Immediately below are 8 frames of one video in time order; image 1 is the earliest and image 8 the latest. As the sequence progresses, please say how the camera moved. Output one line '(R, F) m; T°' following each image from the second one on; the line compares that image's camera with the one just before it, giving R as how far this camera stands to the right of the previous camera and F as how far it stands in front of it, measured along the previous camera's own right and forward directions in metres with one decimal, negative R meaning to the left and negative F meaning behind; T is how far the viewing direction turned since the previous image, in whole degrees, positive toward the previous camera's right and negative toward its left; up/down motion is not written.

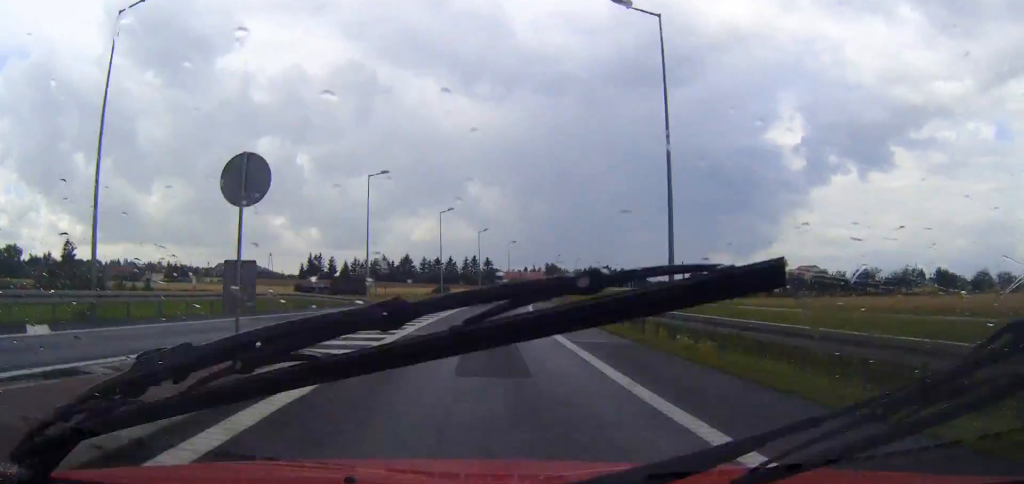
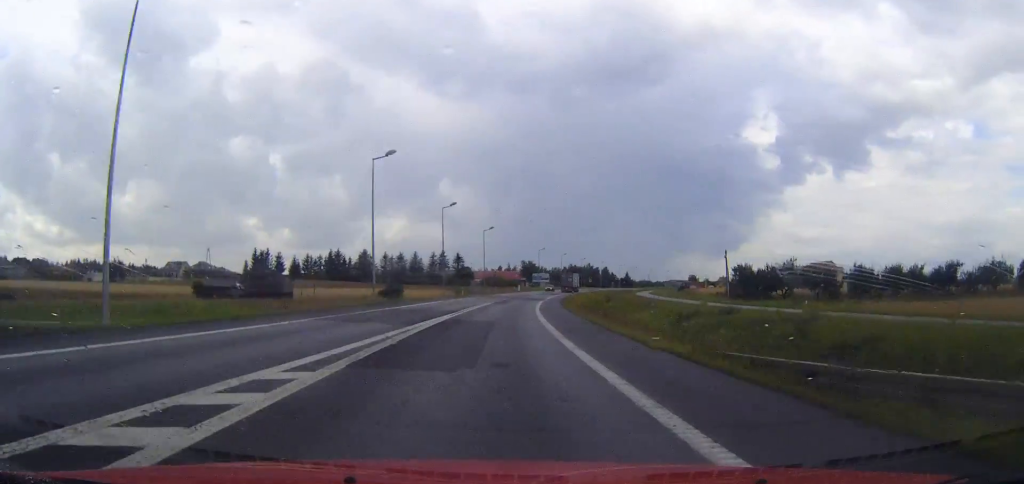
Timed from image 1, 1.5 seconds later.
(-0.2, +34.1) m; +2°
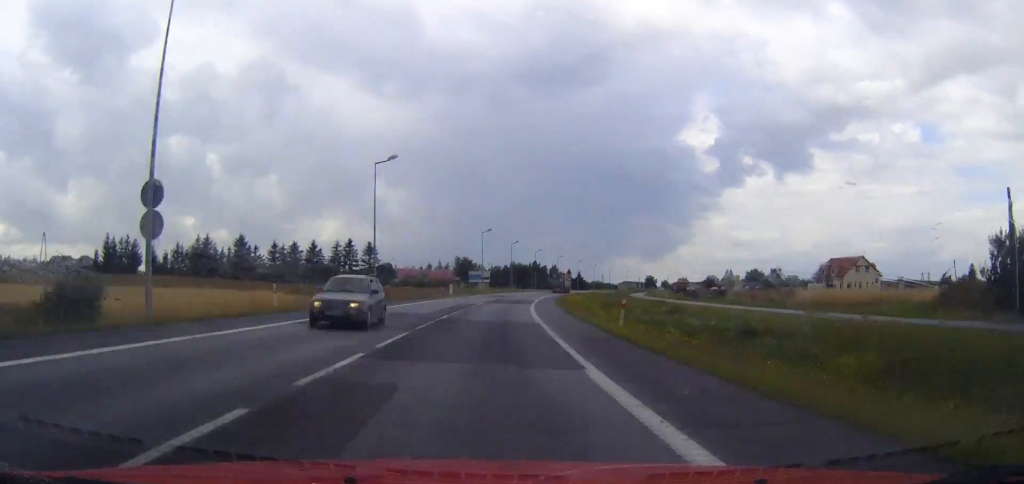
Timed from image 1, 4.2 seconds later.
(+2.7, +62.6) m; +5°
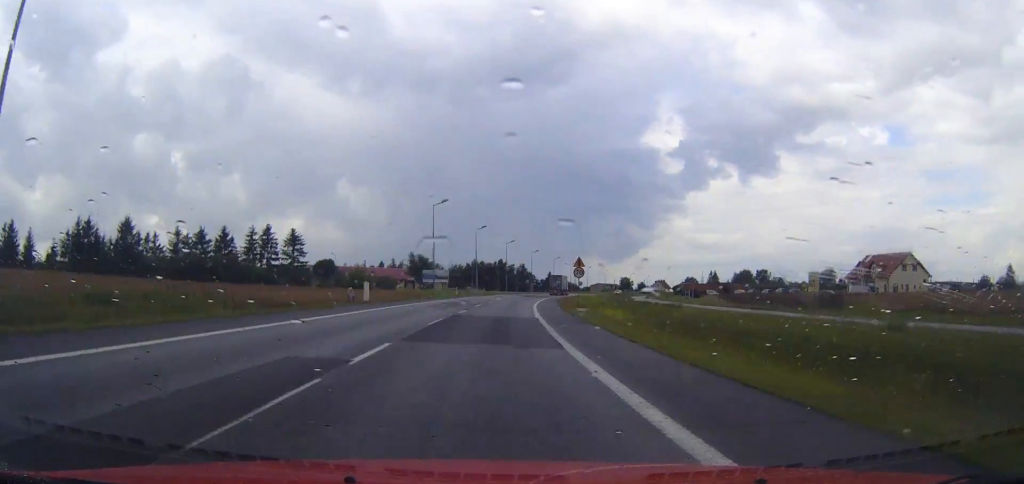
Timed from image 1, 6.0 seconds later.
(+1.4, +41.6) m; +3°
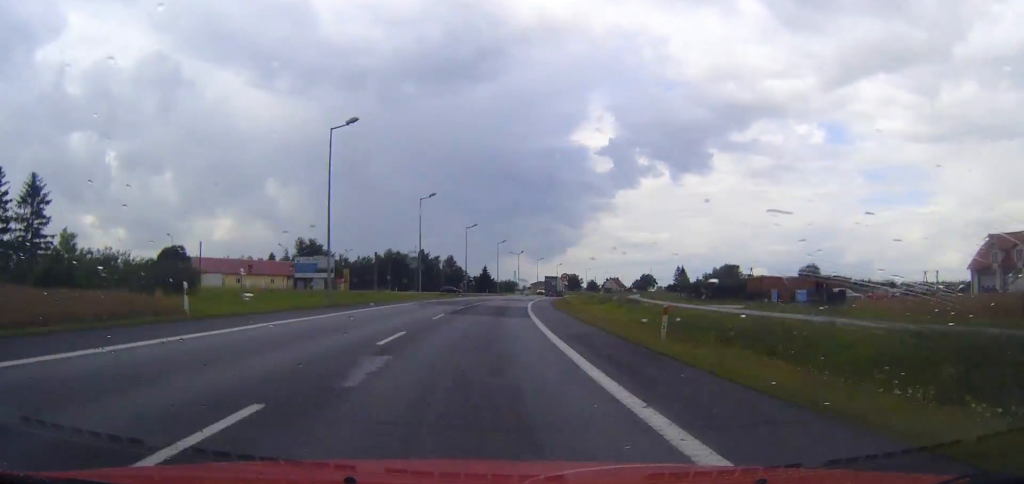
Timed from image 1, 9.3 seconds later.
(+3.5, +73.8) m; +5°
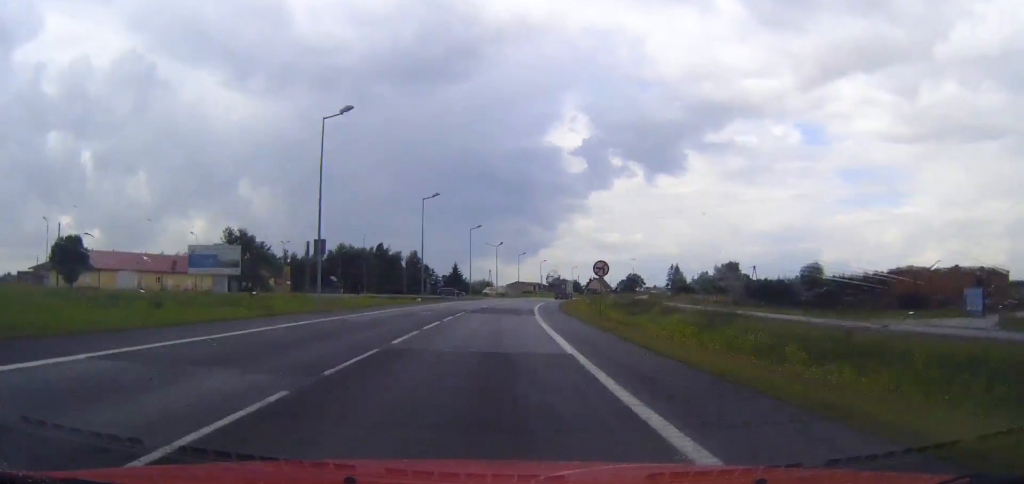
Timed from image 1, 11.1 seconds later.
(+0.4, +38.4) m; +3°
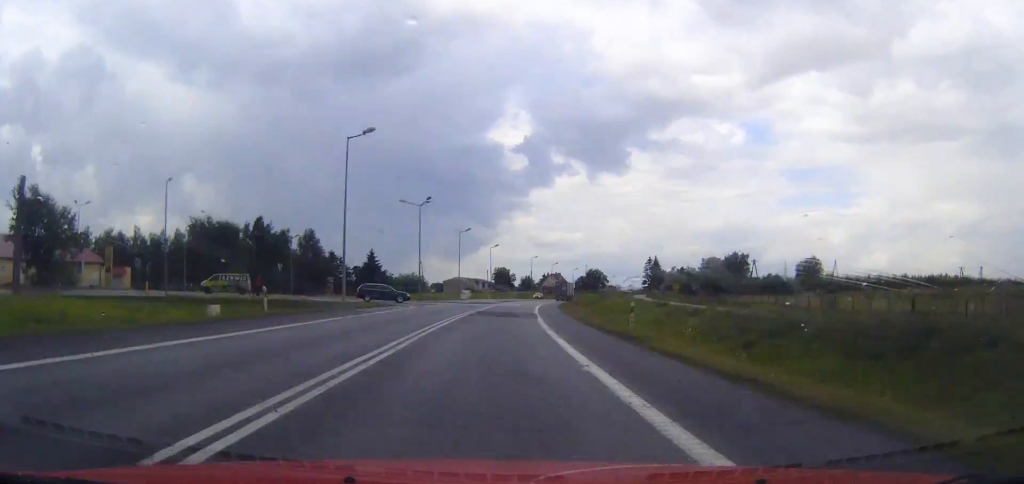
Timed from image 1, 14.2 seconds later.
(+3.1, +62.3) m; +5°
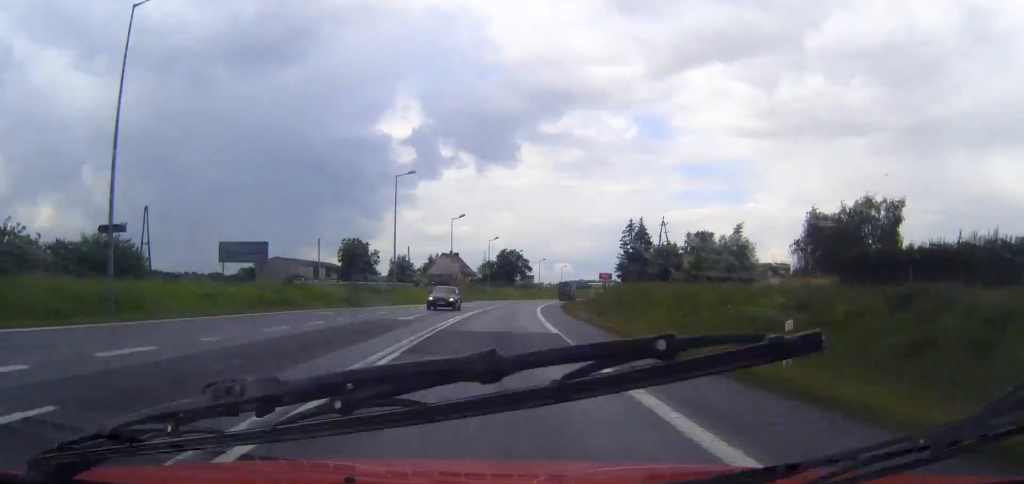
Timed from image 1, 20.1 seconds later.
(+9.0, +116.6) m; +9°
